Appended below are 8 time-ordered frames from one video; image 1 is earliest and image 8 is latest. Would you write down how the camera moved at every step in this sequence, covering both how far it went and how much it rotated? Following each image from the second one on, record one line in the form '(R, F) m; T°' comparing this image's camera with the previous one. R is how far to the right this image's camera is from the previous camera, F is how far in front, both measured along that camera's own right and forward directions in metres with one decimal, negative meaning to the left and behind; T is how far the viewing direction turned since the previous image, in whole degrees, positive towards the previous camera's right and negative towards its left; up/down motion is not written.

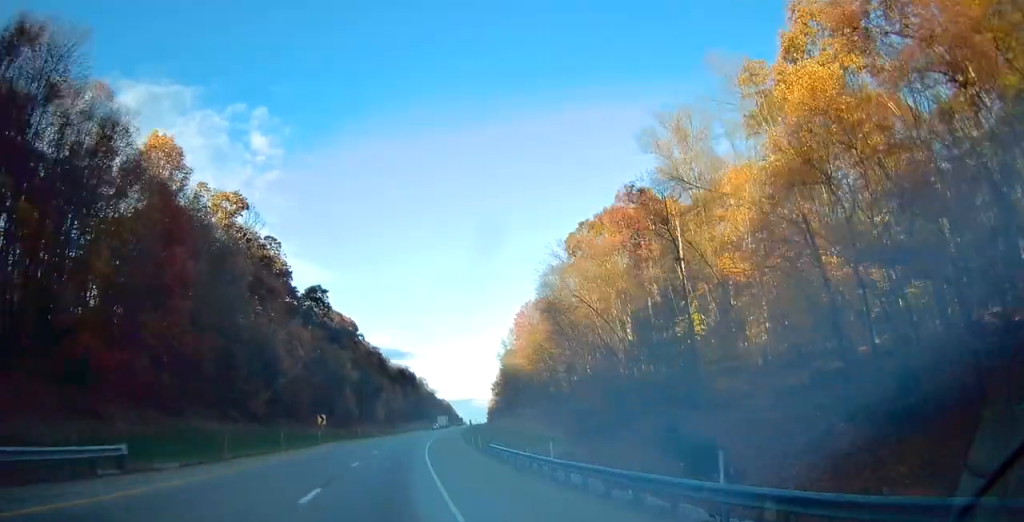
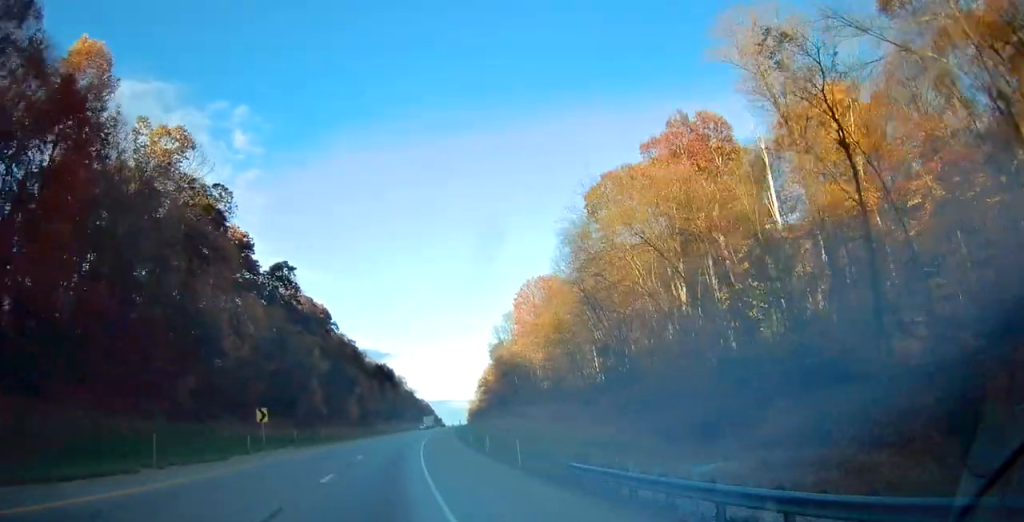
(+0.1, +19.4) m; +2°
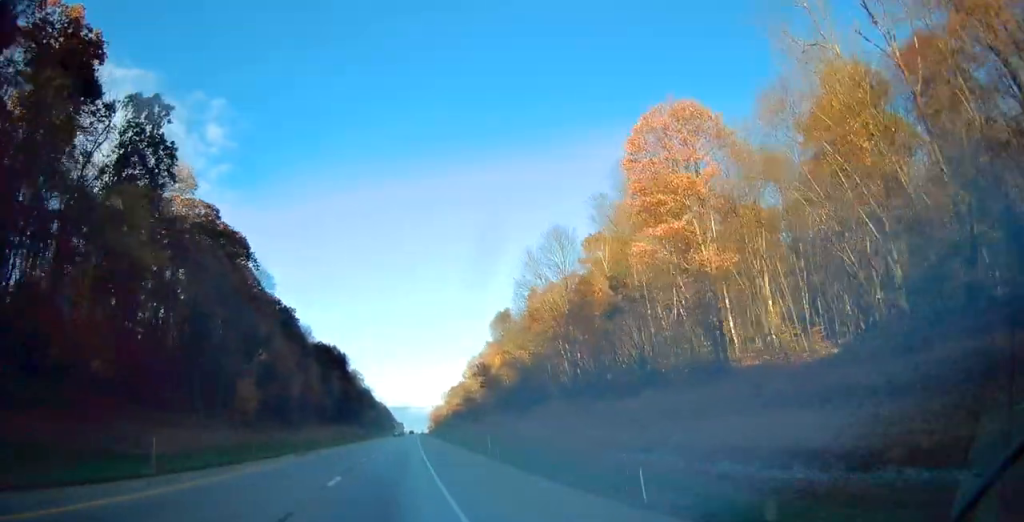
(+3.2, +61.4) m; +5°
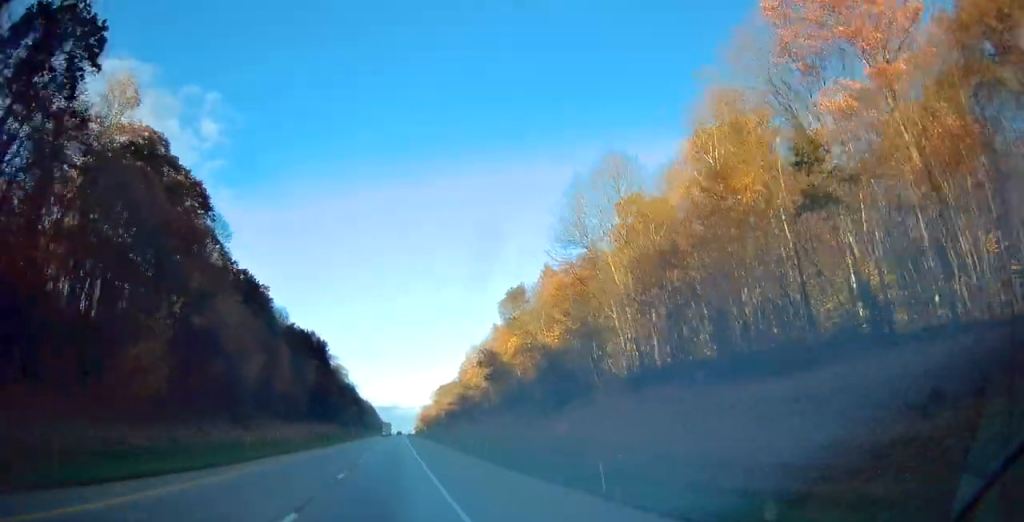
(+0.2, +21.6) m; +1°
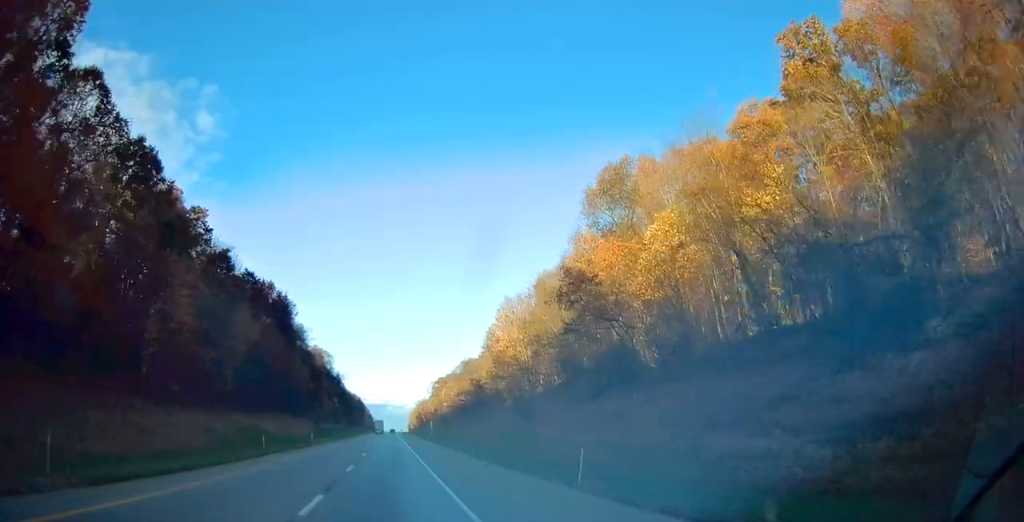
(+0.6, +46.4) m; +1°
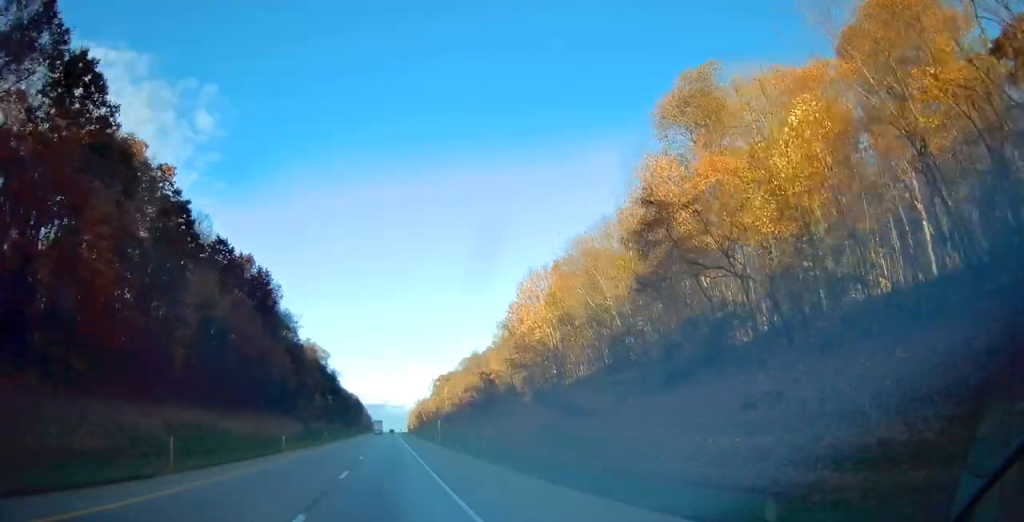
(0.0, +15.8) m; 0°
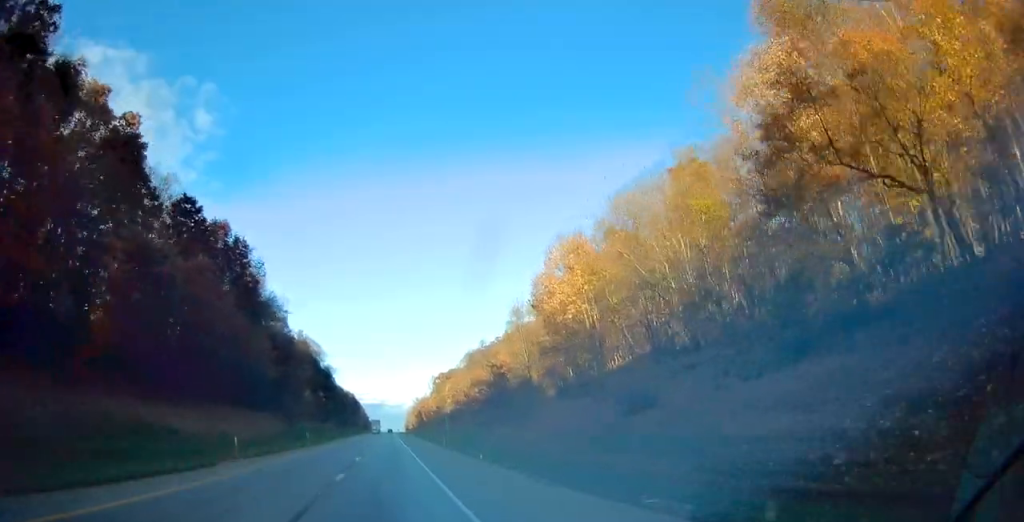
(+0.1, +13.8) m; 0°
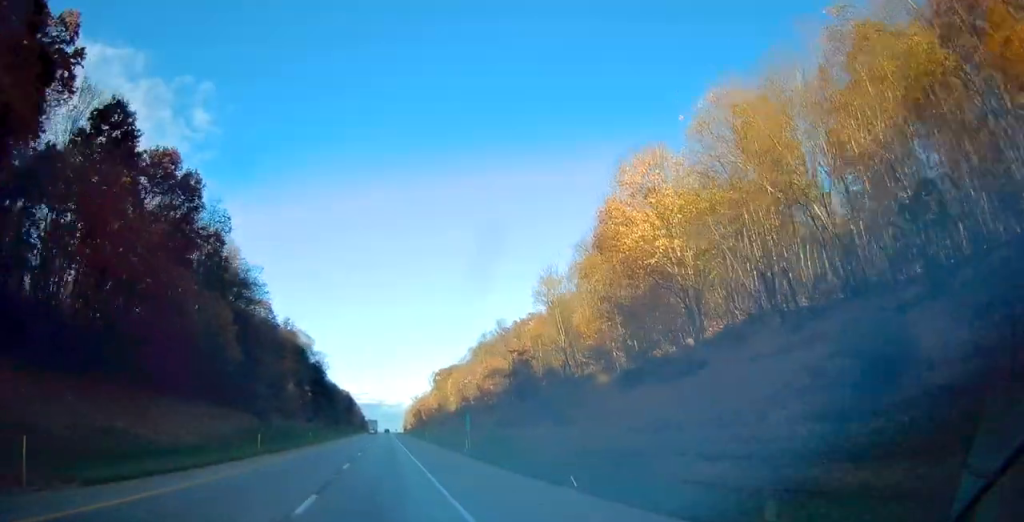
(0.0, +19.7) m; 0°
